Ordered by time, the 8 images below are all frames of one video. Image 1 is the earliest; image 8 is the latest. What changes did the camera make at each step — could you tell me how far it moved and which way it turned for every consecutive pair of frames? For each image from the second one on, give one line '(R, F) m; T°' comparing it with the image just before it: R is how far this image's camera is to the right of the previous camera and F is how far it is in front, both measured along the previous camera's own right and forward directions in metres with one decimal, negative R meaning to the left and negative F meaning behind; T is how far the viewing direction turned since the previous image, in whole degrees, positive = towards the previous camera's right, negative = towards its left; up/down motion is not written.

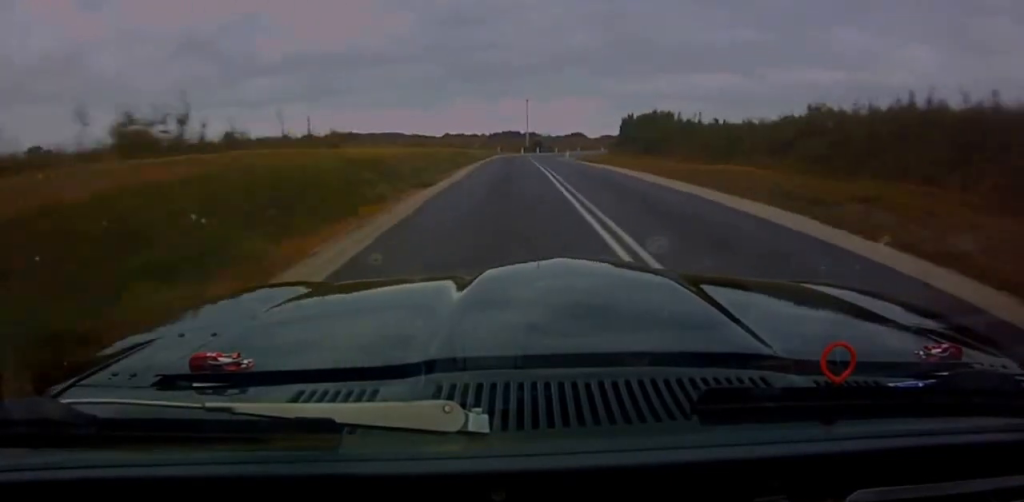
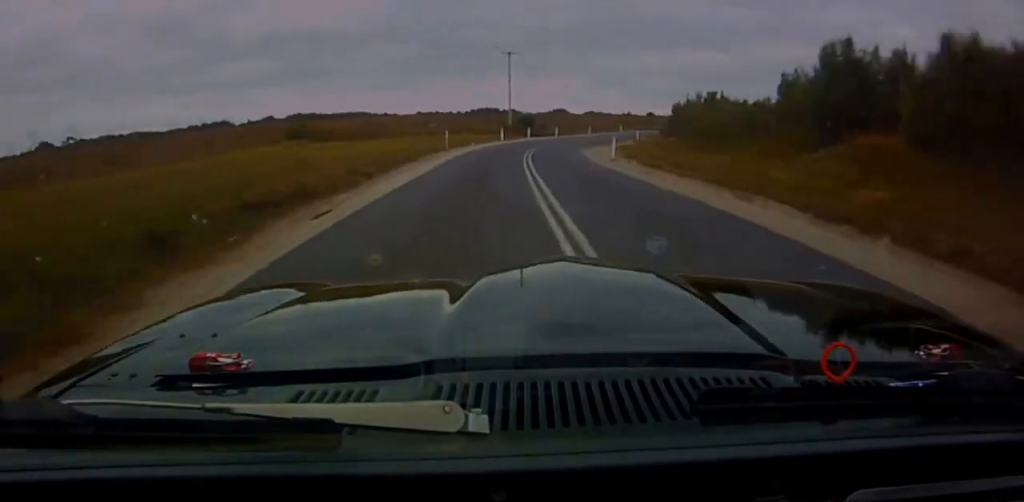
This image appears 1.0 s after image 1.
(+1.3, +41.5) m; +8°
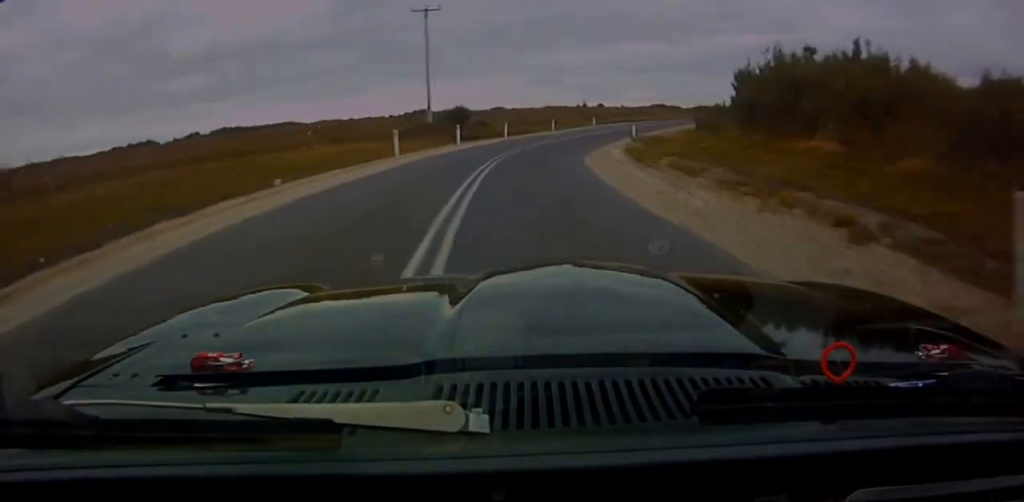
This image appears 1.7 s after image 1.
(+2.3, +27.5) m; +9°
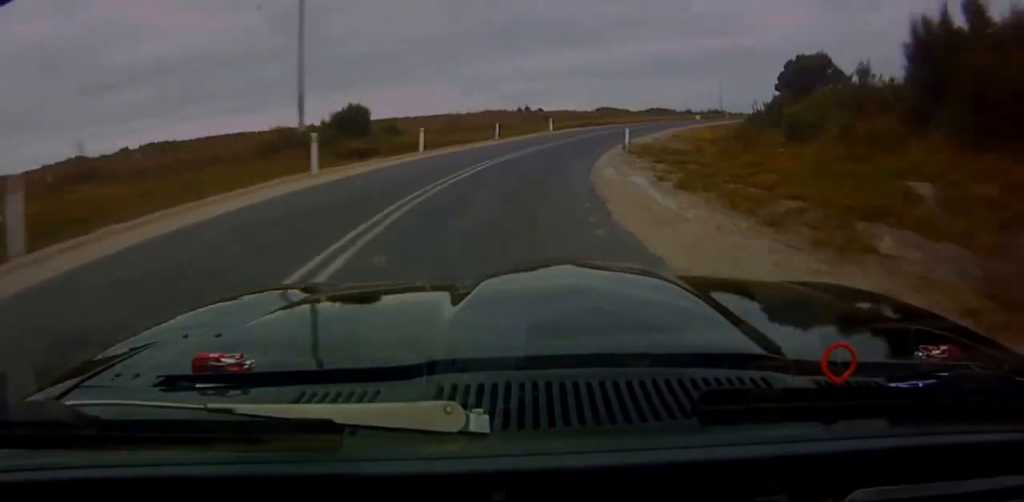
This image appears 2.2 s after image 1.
(+0.1, +18.4) m; +6°
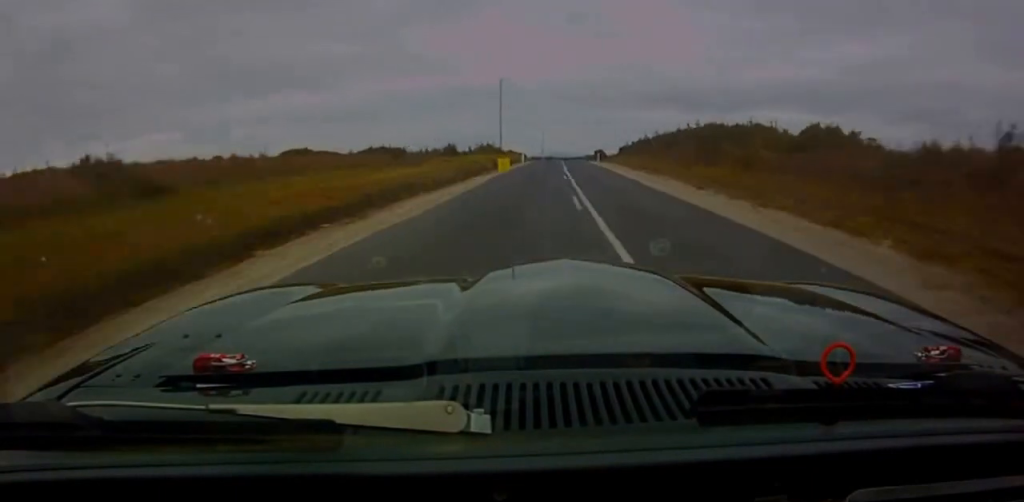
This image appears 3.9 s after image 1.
(+12.8, +70.9) m; +15°
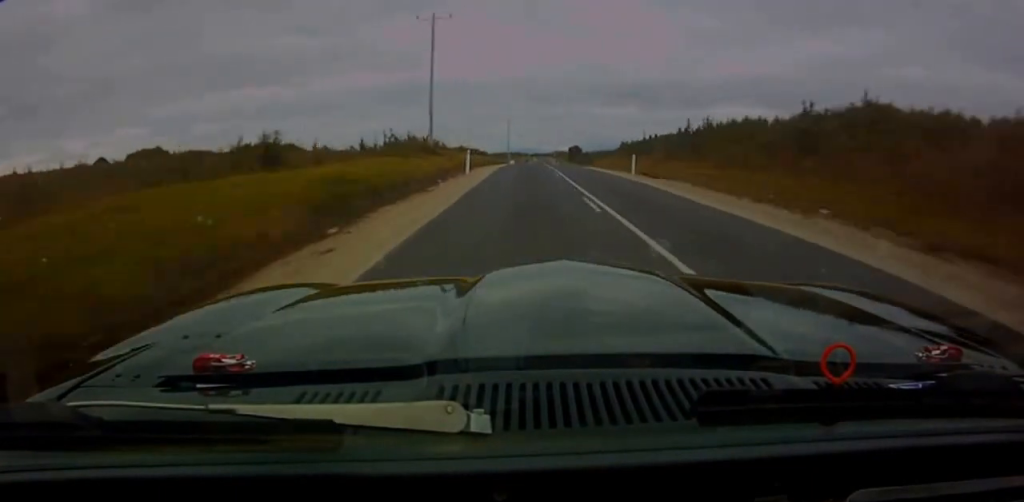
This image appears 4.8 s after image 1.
(+1.1, +39.6) m; +2°
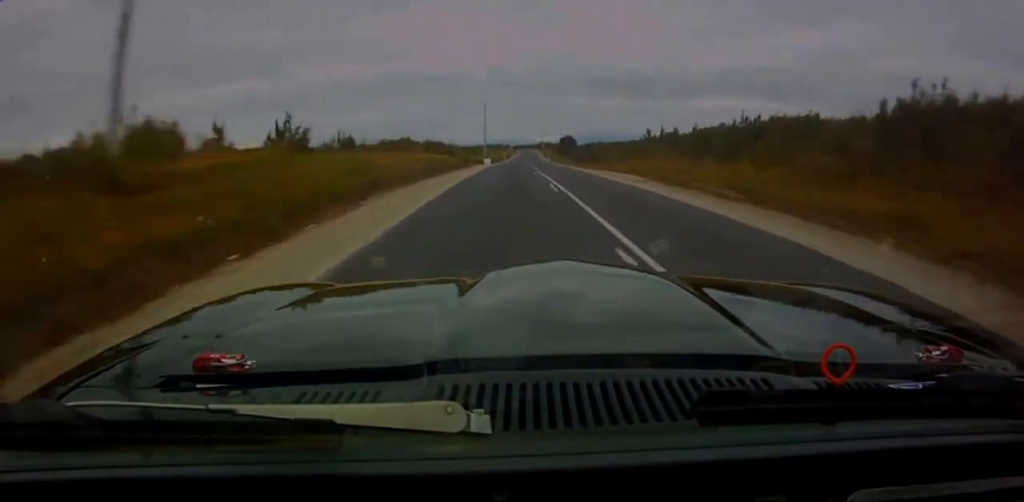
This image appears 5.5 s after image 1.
(+0.2, +33.5) m; +1°
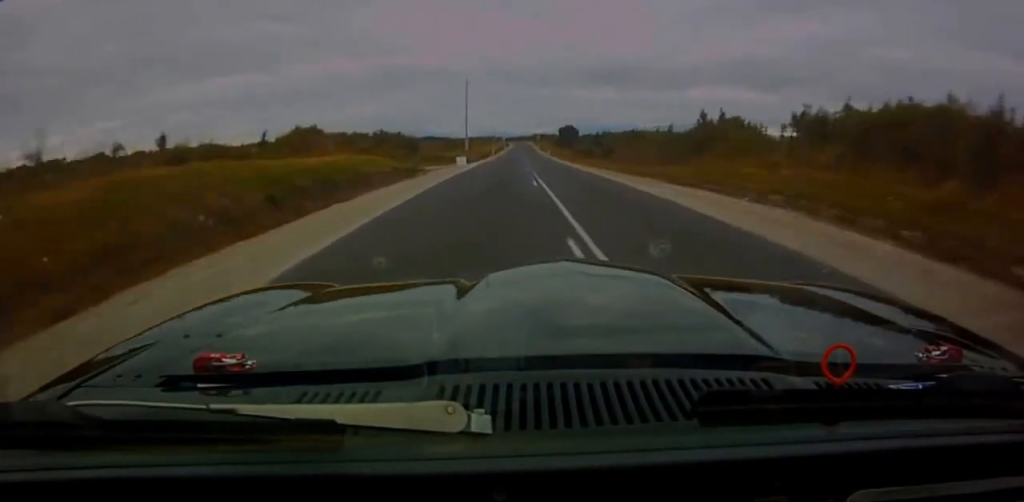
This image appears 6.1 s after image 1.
(+0.2, +25.0) m; +1°
